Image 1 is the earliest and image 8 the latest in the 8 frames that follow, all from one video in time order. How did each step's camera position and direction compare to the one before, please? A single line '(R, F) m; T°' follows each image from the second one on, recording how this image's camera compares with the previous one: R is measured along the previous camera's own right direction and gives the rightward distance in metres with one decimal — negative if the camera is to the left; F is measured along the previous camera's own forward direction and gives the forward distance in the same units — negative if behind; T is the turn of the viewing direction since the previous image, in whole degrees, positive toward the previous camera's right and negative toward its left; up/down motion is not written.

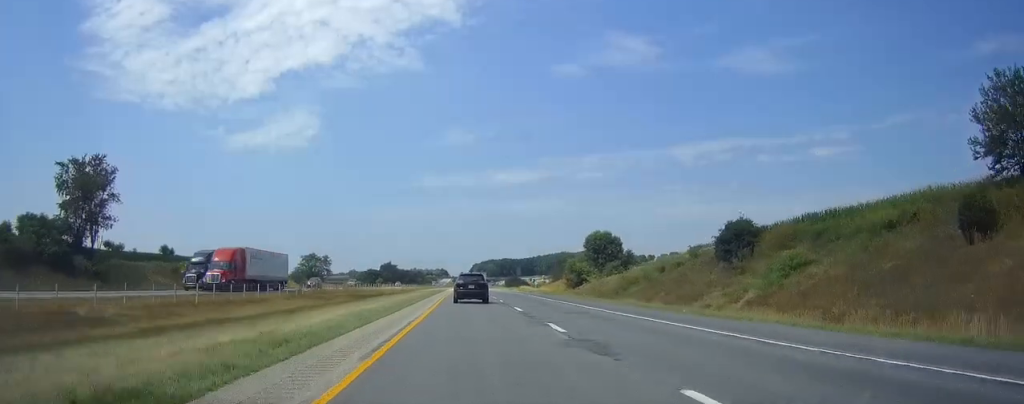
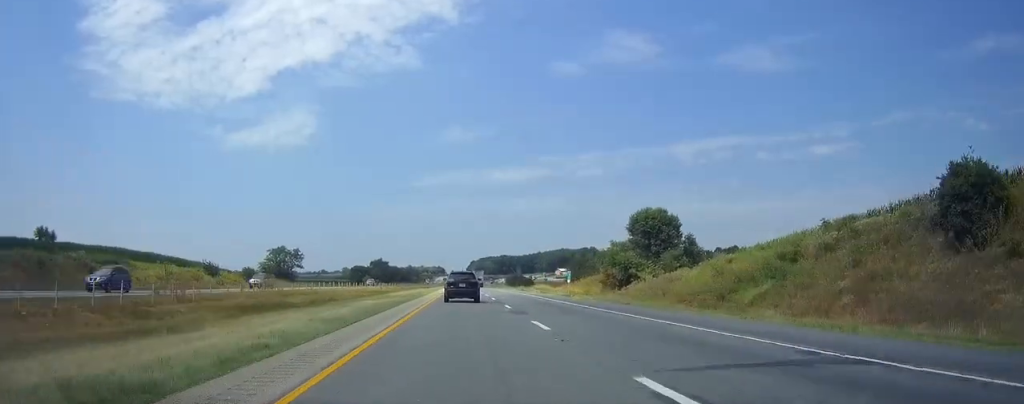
(0.0, +35.9) m; 0°
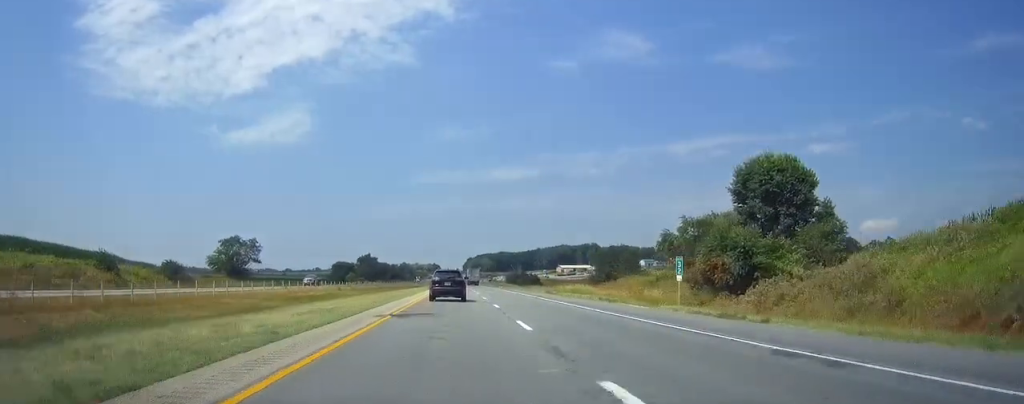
(0.0, +37.2) m; 0°
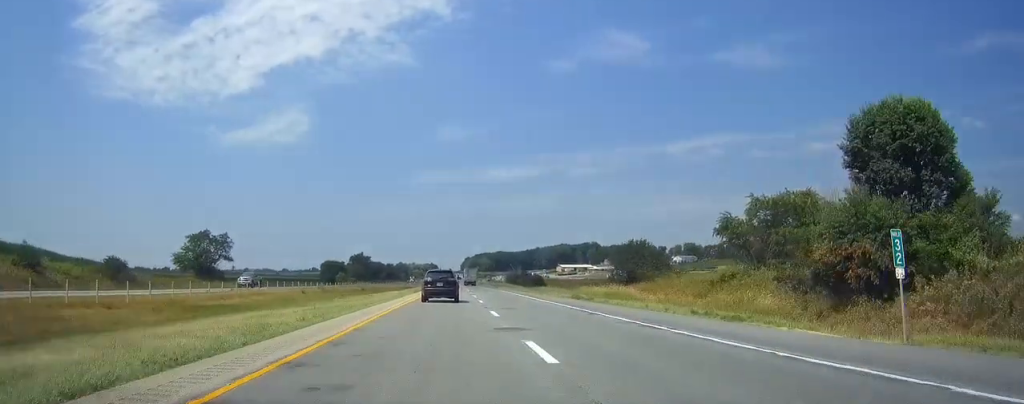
(0.0, +18.1) m; 0°
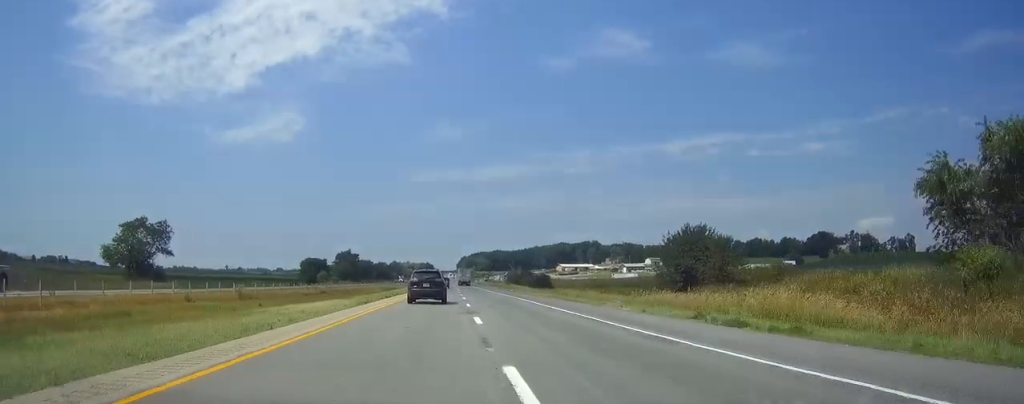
(+0.1, +28.4) m; 0°
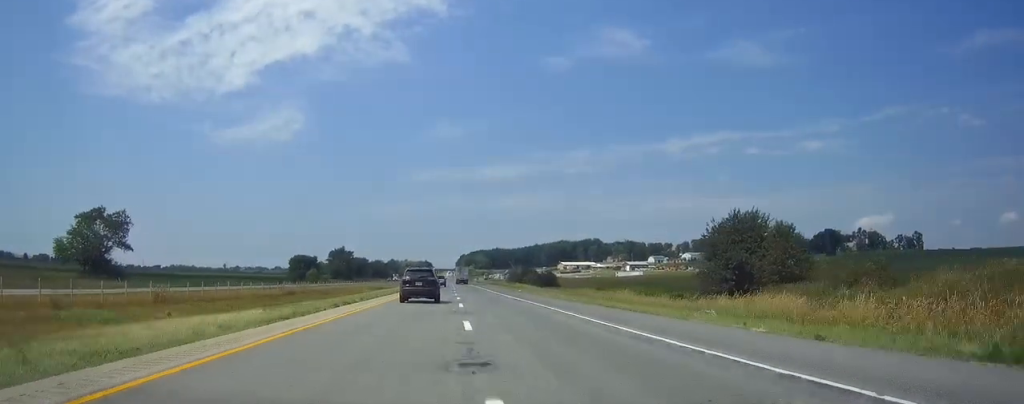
(-0.1, +14.8) m; 0°
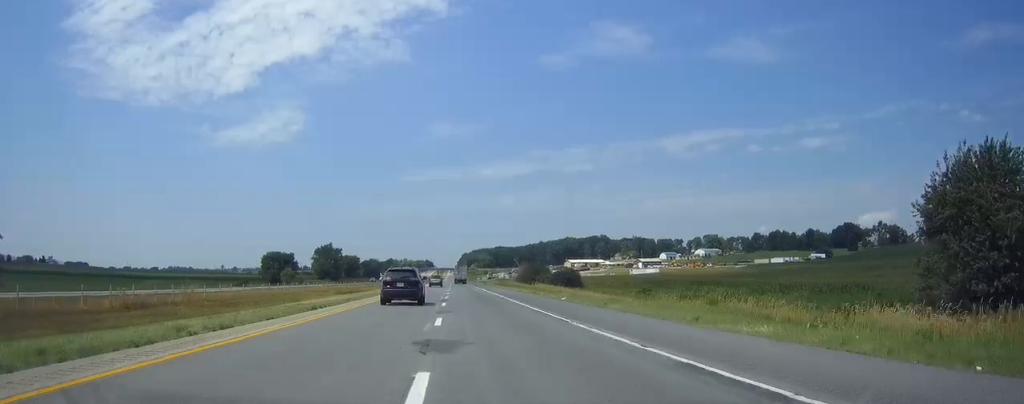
(+0.1, +34.2) m; 0°
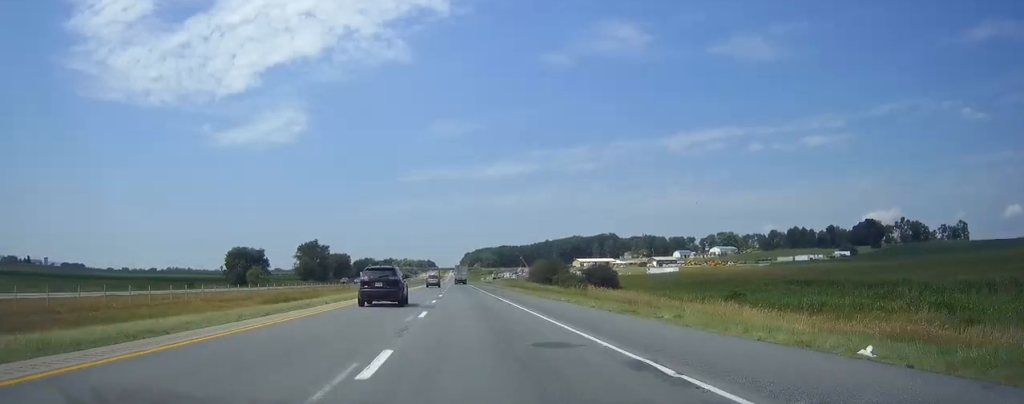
(0.0, +33.1) m; 0°
